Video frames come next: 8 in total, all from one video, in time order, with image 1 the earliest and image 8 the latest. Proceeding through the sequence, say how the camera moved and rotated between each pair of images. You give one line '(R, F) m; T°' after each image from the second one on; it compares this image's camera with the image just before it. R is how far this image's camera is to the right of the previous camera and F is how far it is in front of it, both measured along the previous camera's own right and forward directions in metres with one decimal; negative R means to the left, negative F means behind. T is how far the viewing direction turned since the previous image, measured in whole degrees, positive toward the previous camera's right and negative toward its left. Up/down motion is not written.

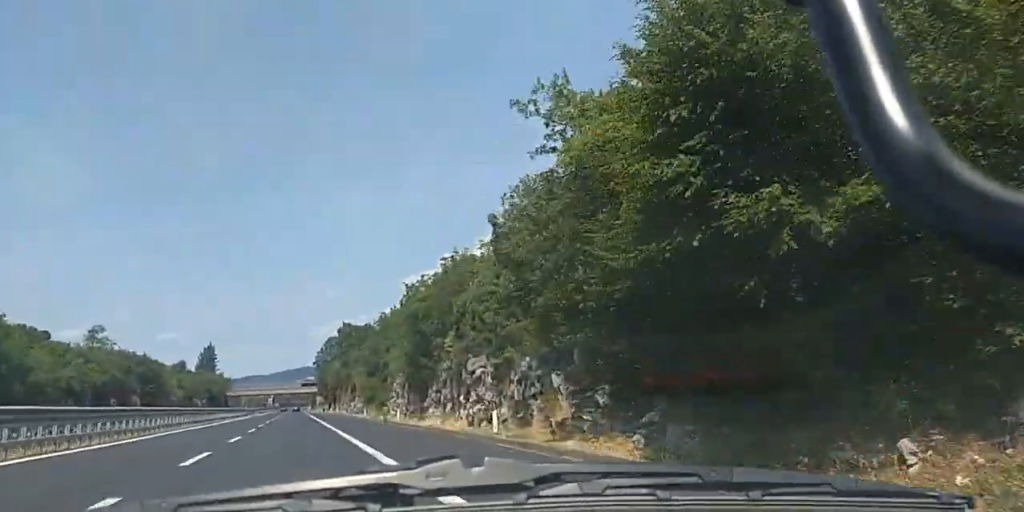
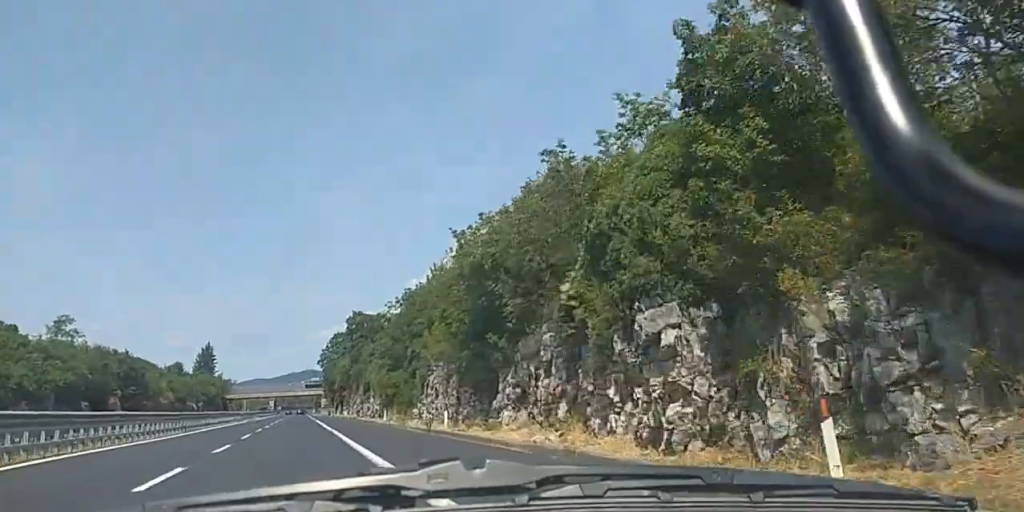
(+0.1, +16.4) m; 0°
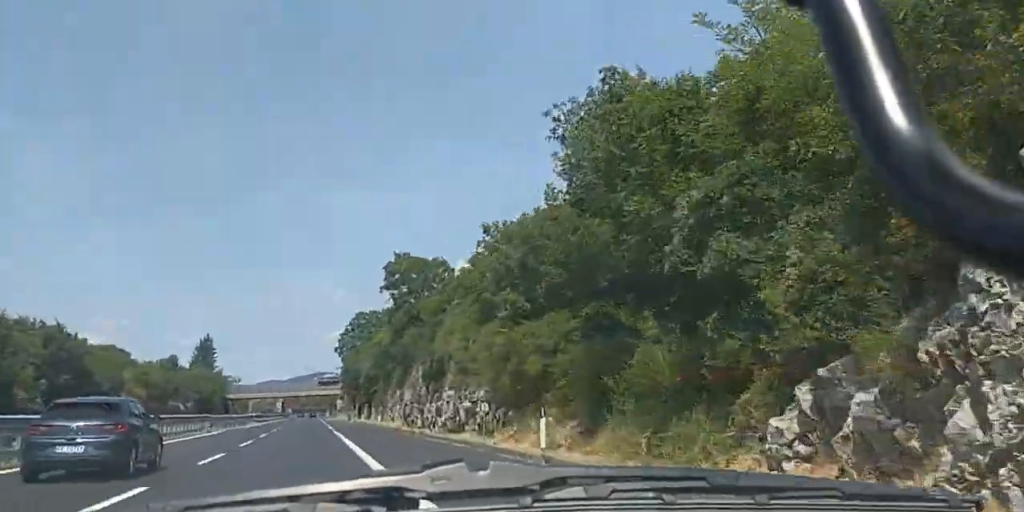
(0.0, +37.8) m; +1°
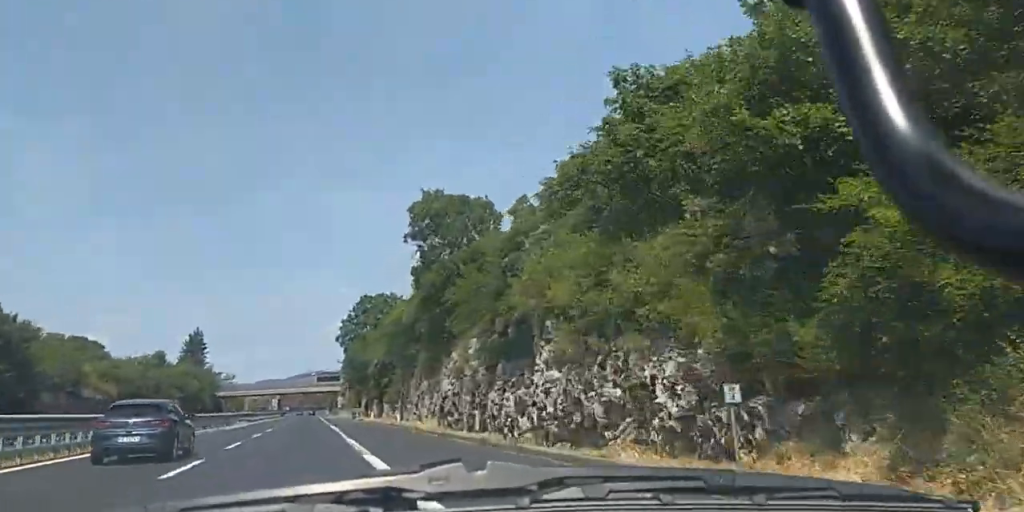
(+0.2, +16.6) m; 0°
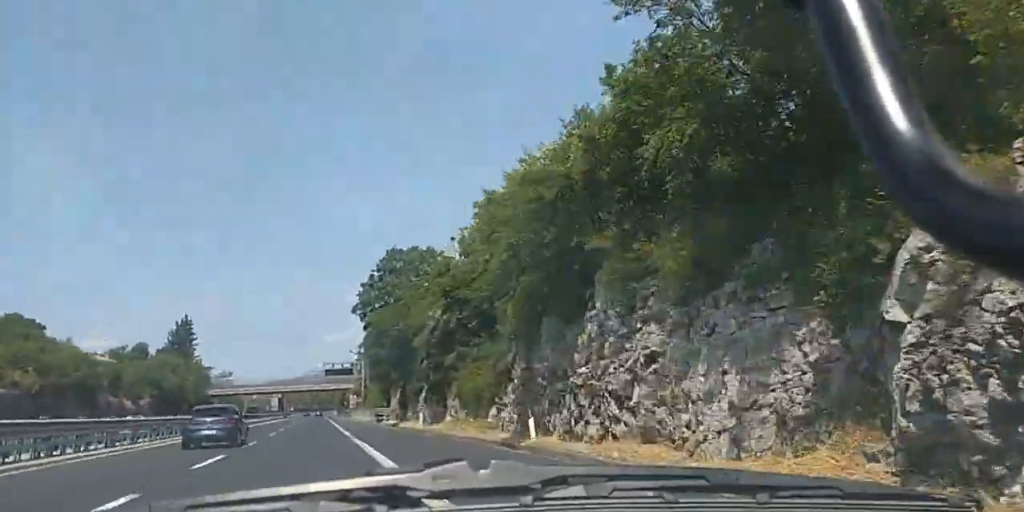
(-0.1, +32.5) m; -1°
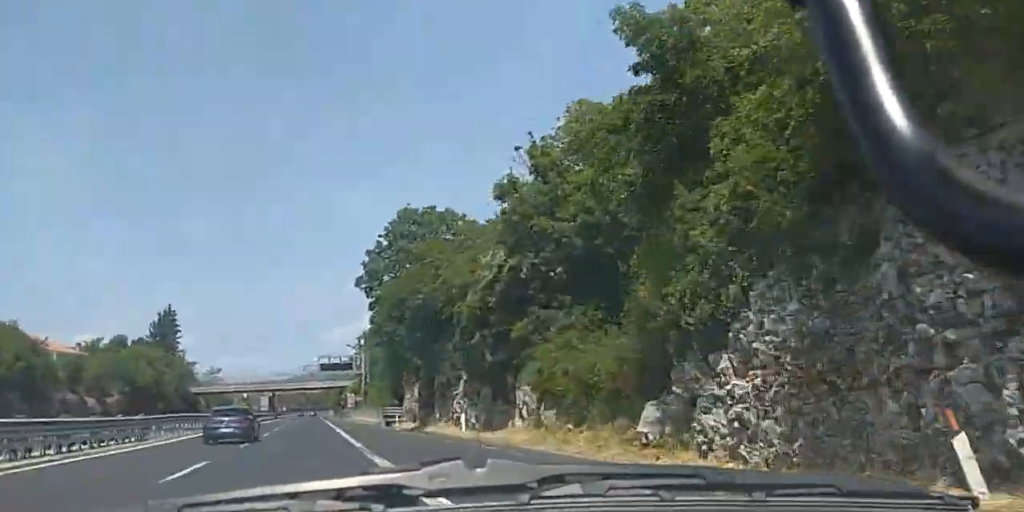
(-0.3, +13.8) m; 0°
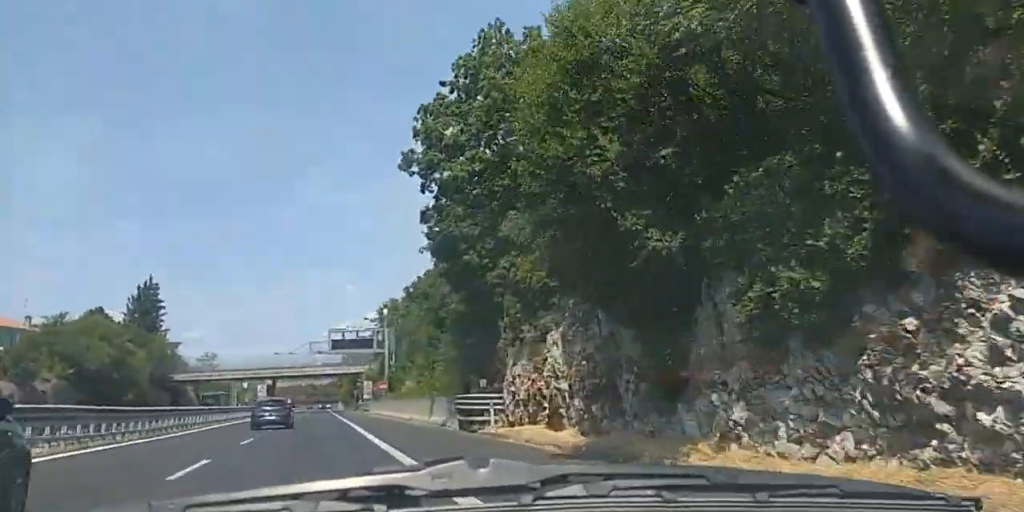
(0.0, +28.8) m; 0°
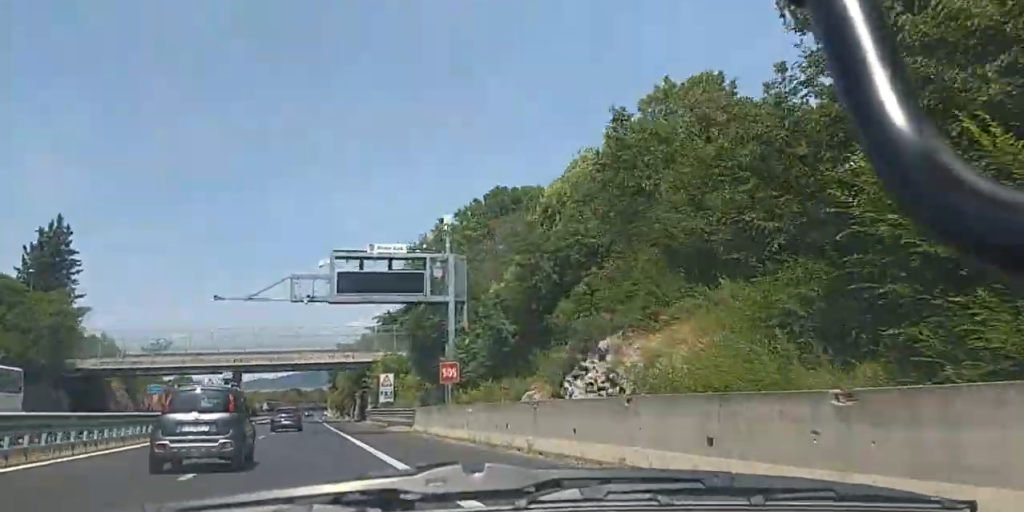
(+0.1, +47.9) m; 0°
